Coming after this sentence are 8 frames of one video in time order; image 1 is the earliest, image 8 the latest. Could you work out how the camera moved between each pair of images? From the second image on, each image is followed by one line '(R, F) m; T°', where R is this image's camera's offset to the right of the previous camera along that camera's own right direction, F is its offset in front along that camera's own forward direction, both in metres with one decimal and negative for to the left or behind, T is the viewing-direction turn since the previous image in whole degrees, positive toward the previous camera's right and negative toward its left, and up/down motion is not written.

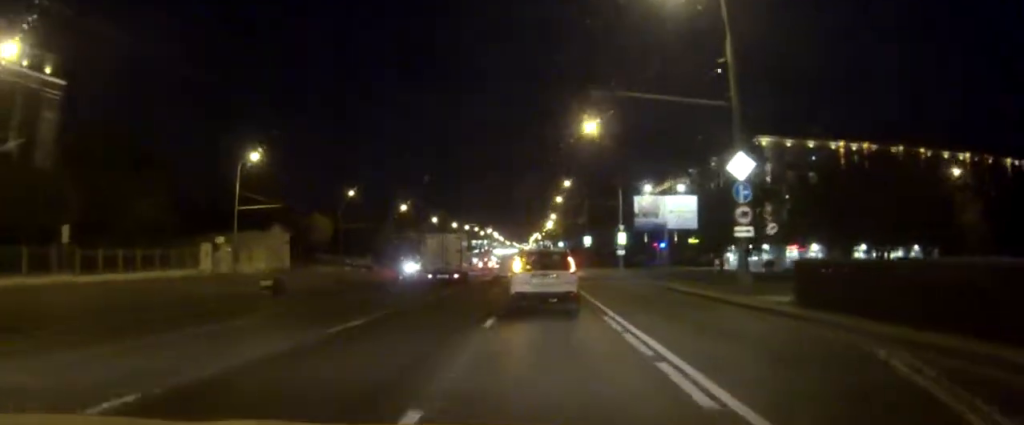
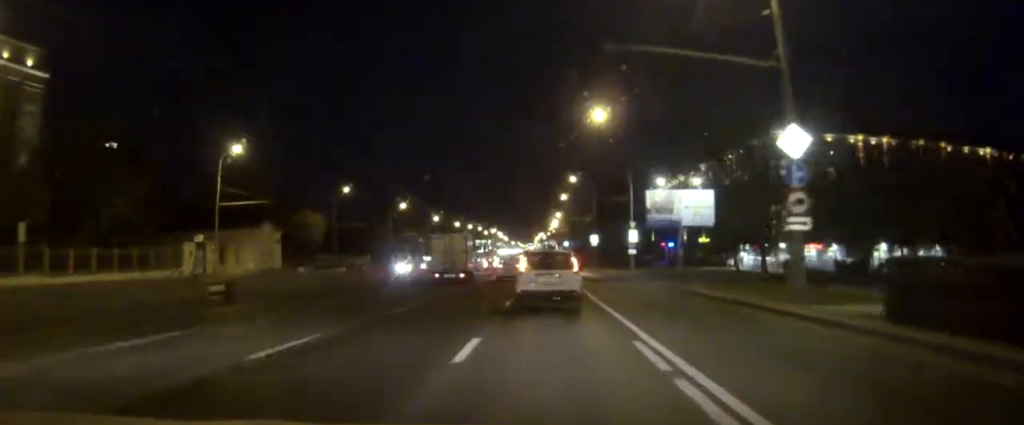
(0.0, +5.5) m; 0°
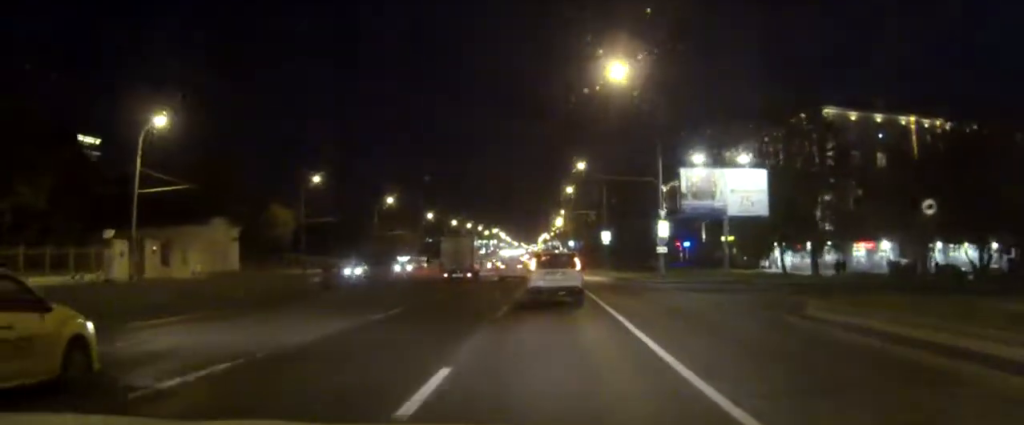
(-0.1, +15.5) m; 0°
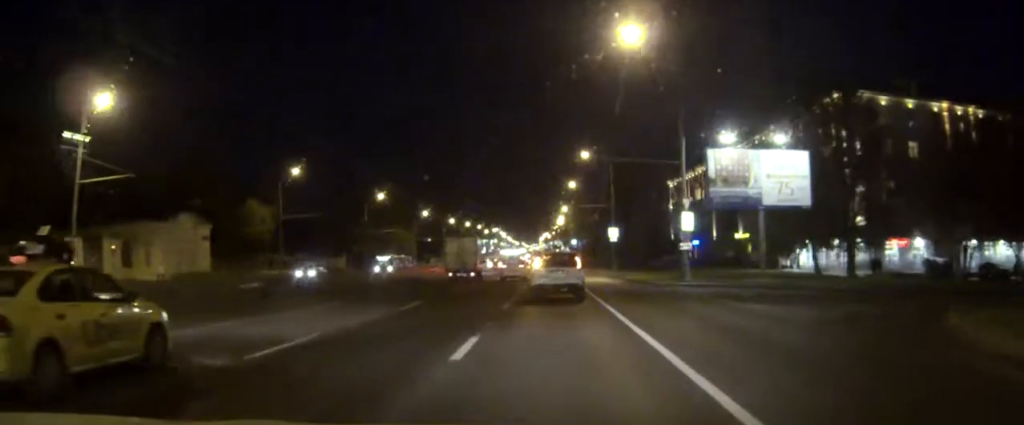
(0.0, +8.7) m; 0°
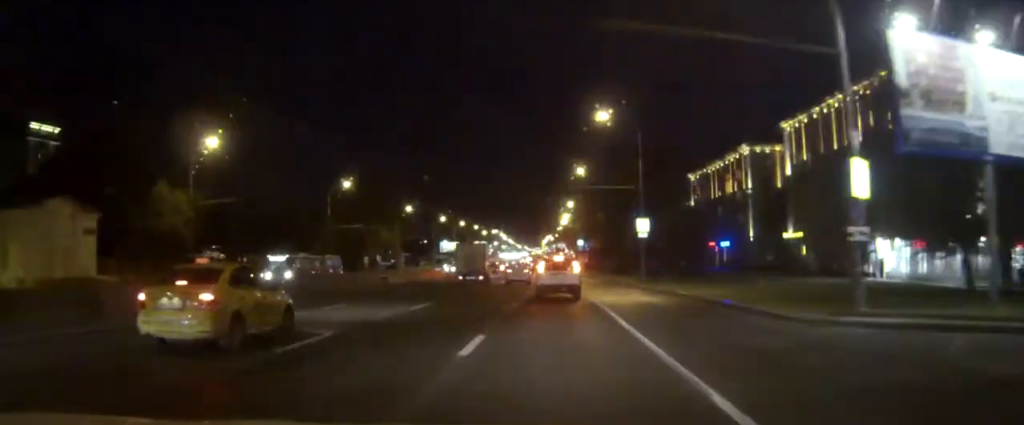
(-0.1, +23.1) m; 0°
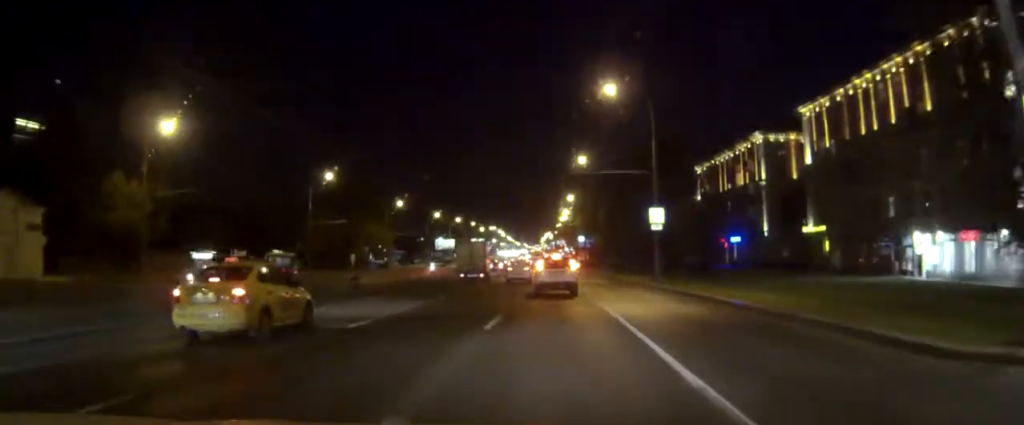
(0.0, +7.9) m; 0°
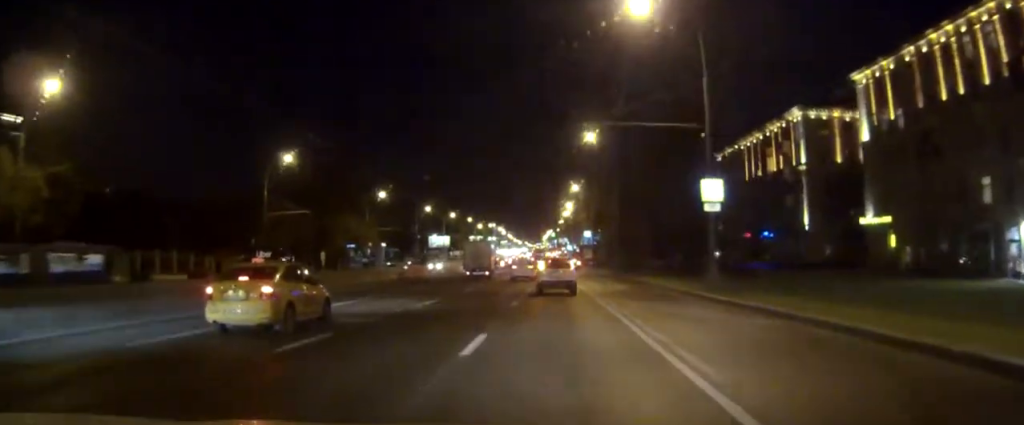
(0.0, +16.1) m; 0°
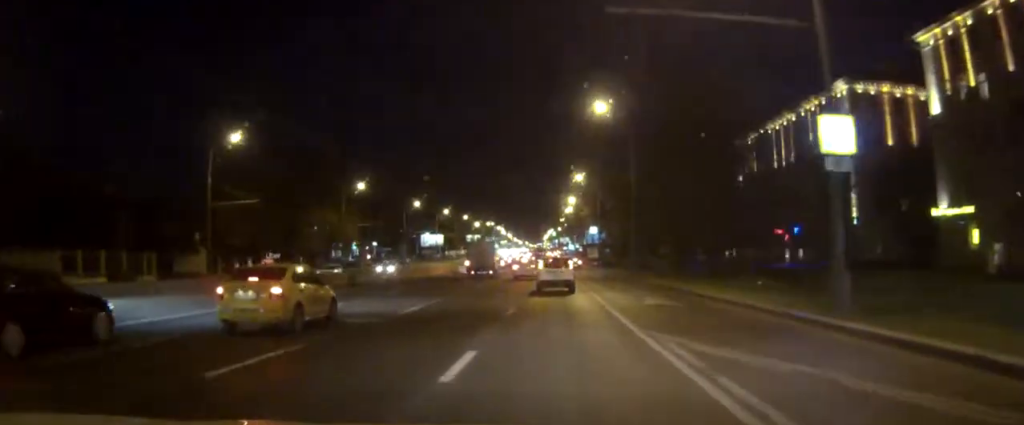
(0.0, +14.3) m; 0°
